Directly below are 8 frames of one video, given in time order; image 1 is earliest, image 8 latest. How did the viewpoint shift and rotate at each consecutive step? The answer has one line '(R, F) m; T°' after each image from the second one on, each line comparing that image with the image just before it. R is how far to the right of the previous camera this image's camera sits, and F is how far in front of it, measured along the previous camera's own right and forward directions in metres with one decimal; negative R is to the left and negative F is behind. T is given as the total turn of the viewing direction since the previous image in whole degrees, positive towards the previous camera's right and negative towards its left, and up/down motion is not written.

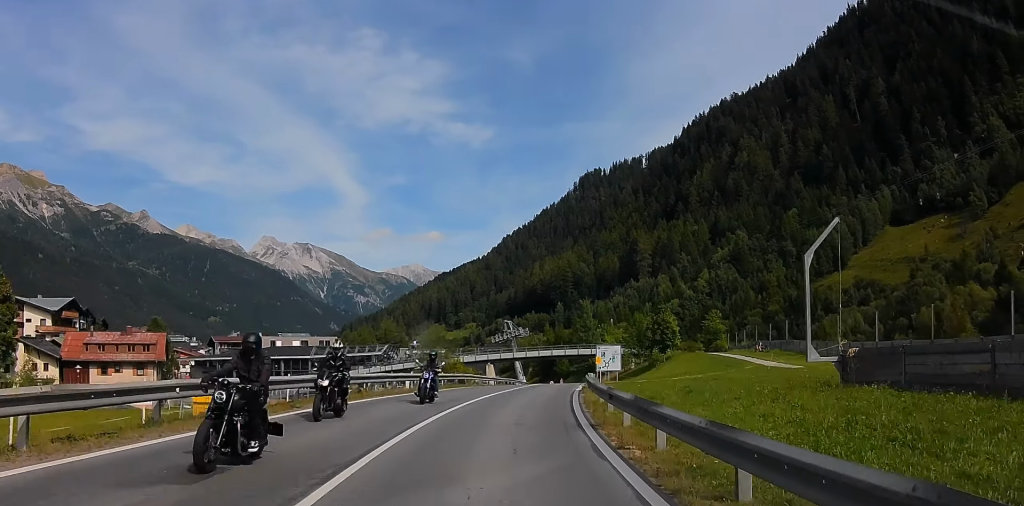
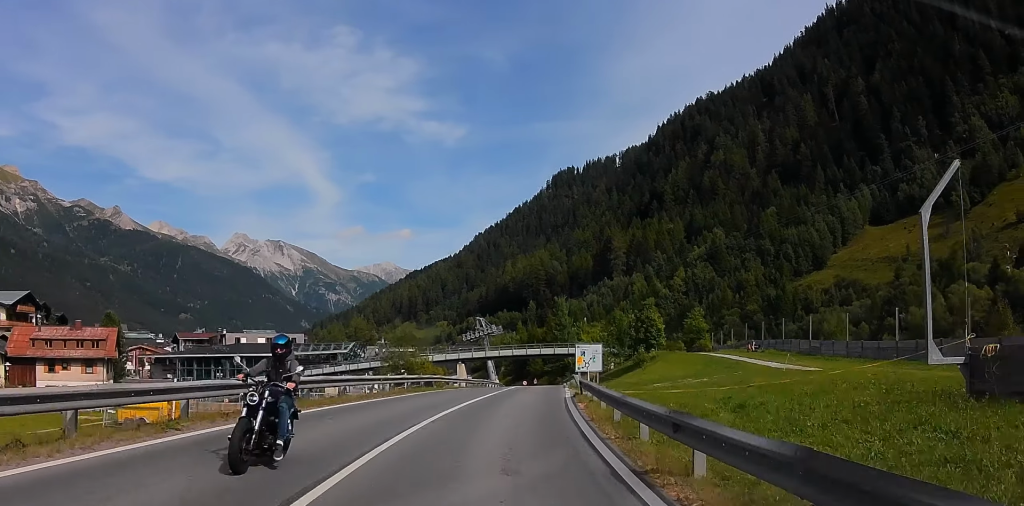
(+0.4, +6.2) m; 0°
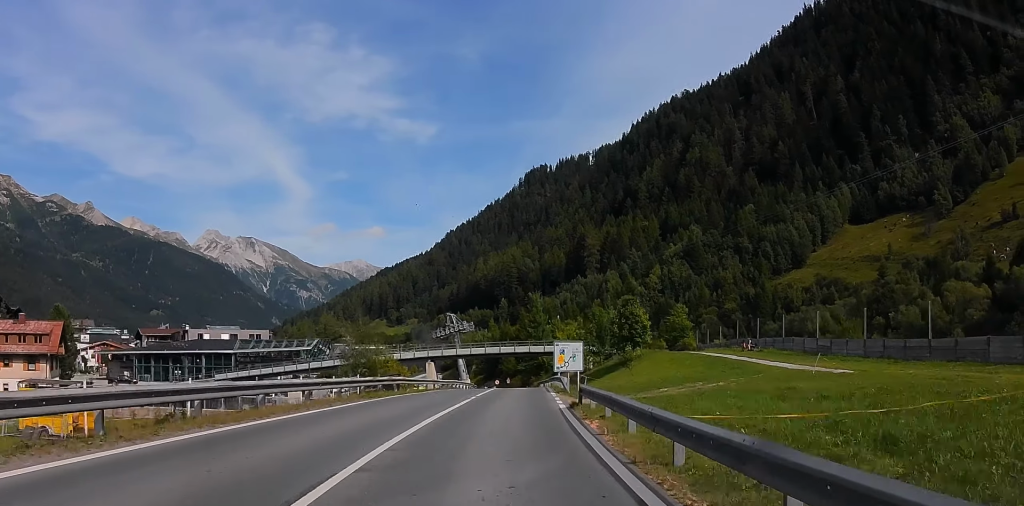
(-0.9, +6.6) m; 0°
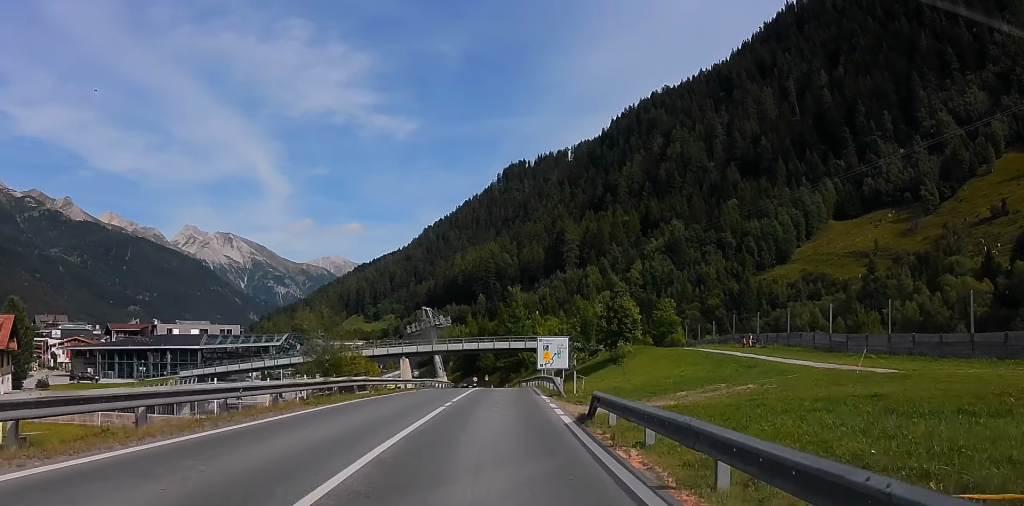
(-0.3, +5.8) m; +1°
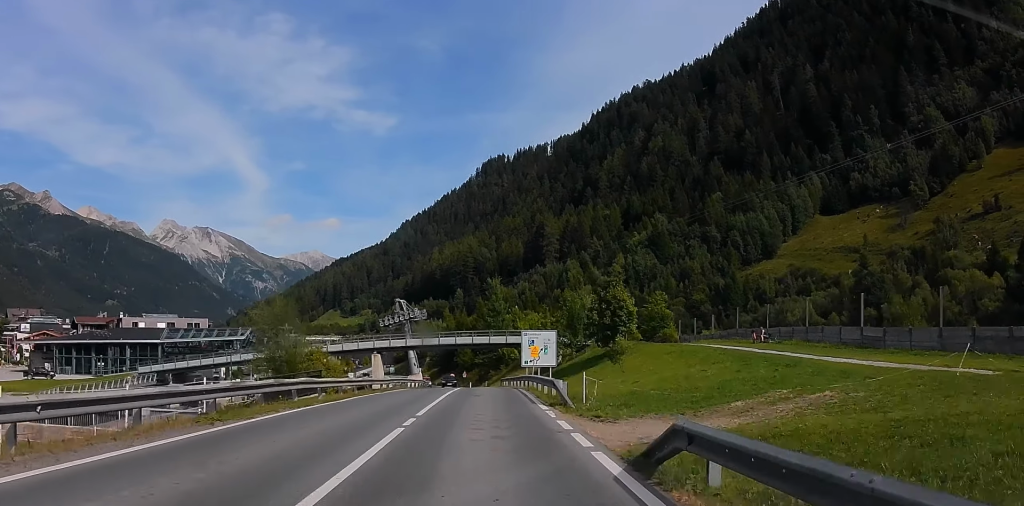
(+0.9, +7.4) m; +4°
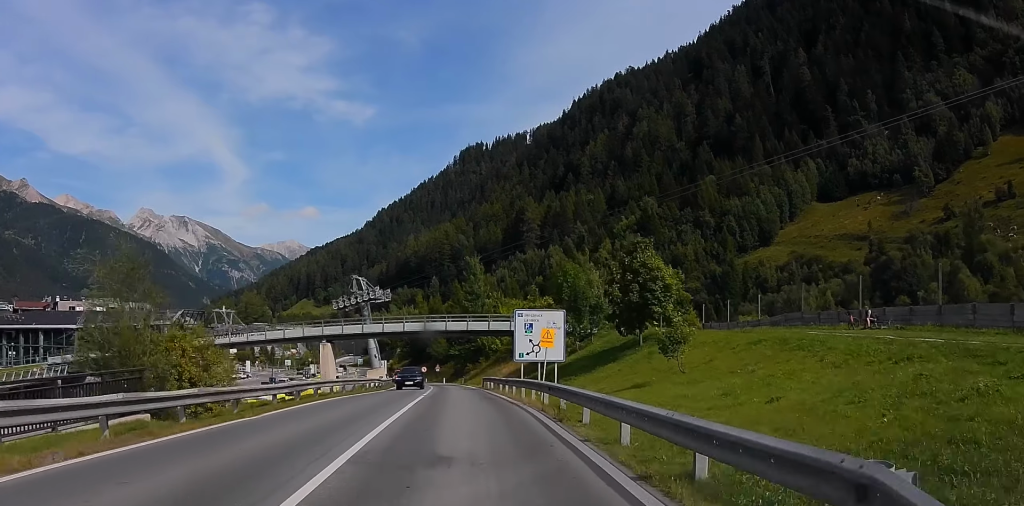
(+0.3, +18.9) m; +1°
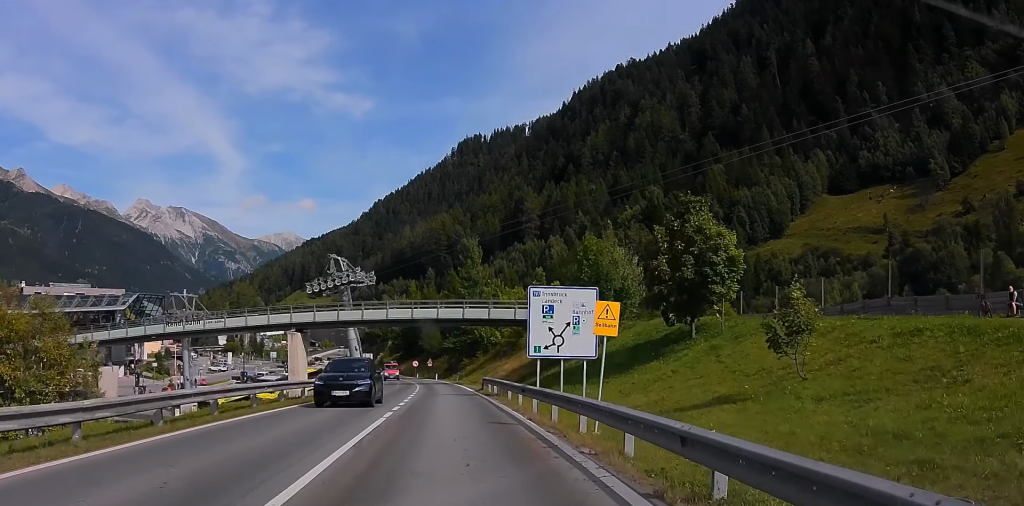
(+0.1, +12.0) m; +1°
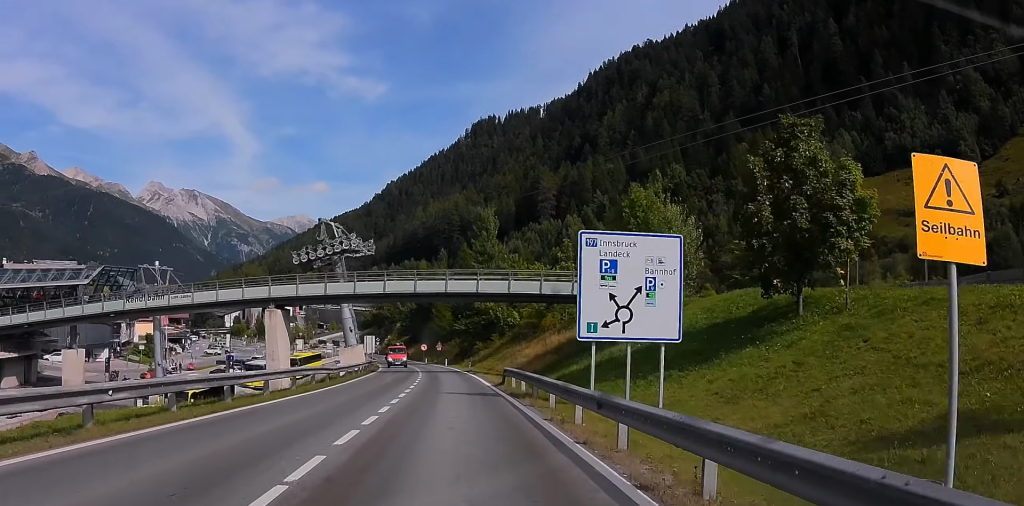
(+0.2, +11.0) m; +1°
